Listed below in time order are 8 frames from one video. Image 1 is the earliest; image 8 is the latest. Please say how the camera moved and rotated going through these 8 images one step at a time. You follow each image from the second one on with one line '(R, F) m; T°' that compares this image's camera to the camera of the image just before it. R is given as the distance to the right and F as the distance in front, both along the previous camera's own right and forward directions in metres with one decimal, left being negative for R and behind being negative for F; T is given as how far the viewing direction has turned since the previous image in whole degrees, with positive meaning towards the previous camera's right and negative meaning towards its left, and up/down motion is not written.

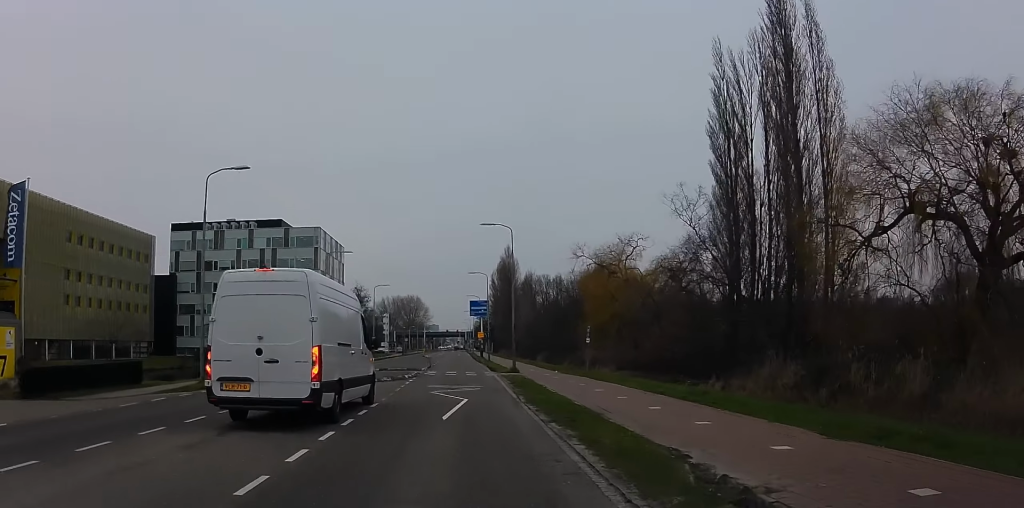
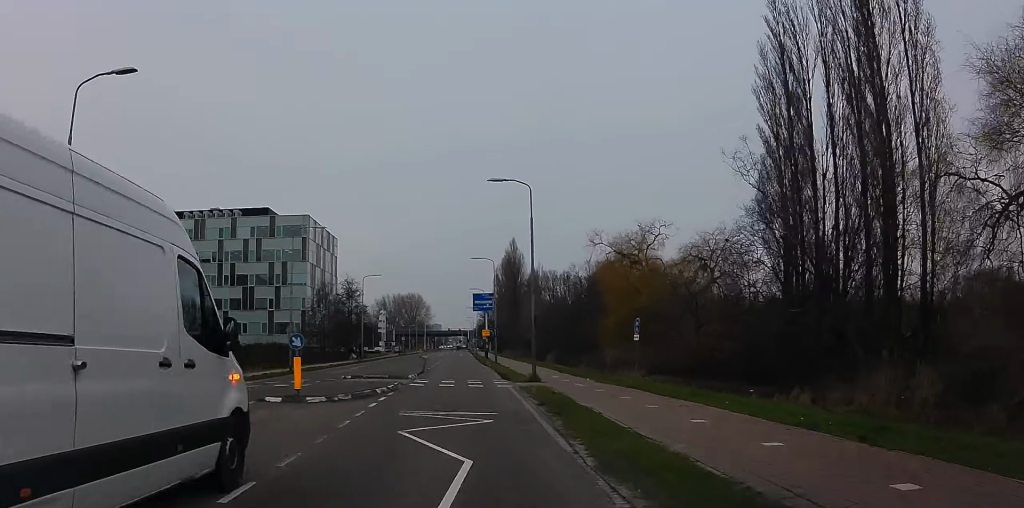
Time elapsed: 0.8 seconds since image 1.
(0.0, +10.8) m; 0°
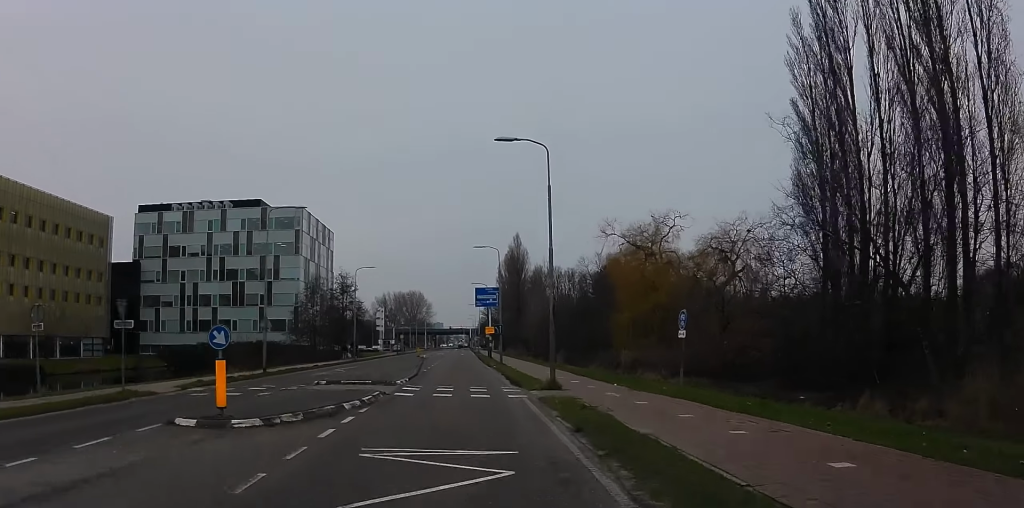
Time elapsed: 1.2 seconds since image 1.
(0.0, +5.9) m; 0°
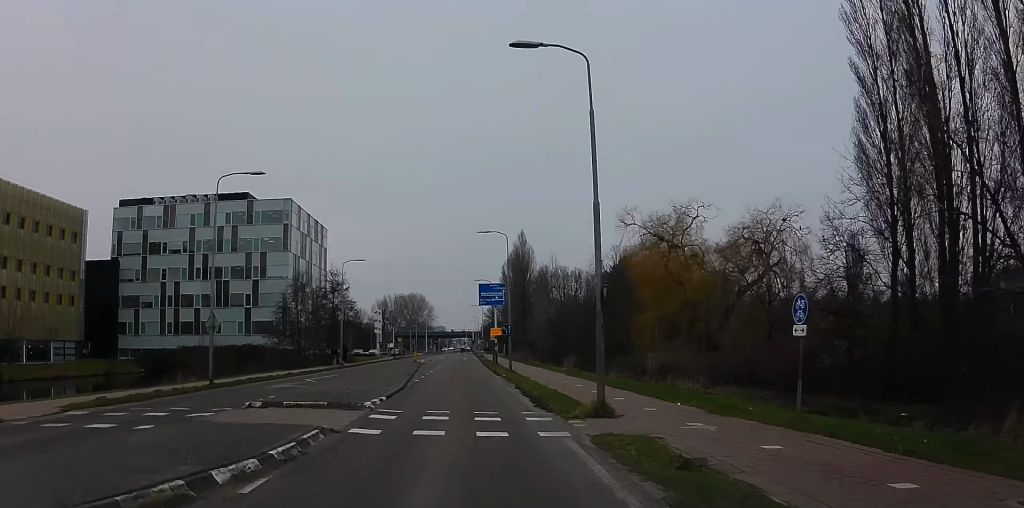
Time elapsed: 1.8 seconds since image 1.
(0.0, +8.1) m; 0°
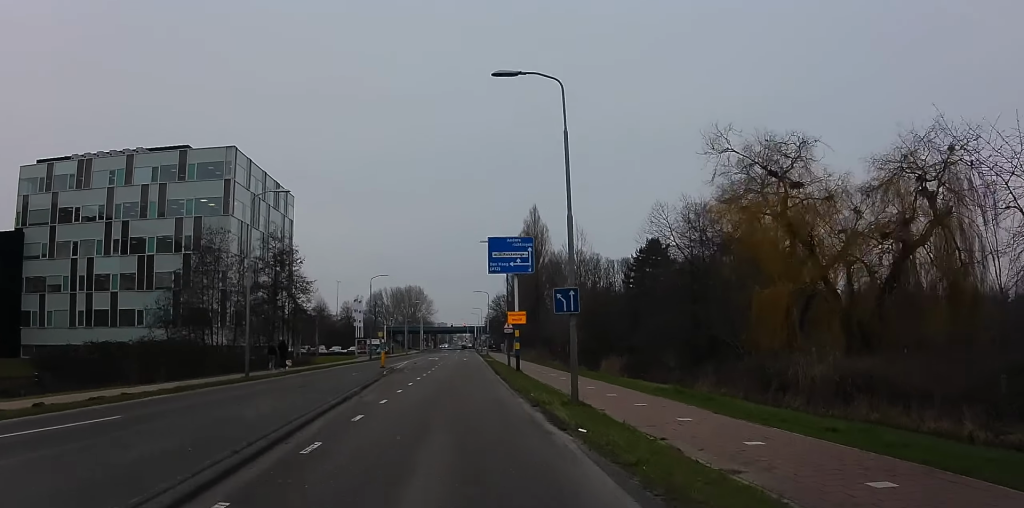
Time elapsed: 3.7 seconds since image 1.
(0.0, +24.5) m; 0°
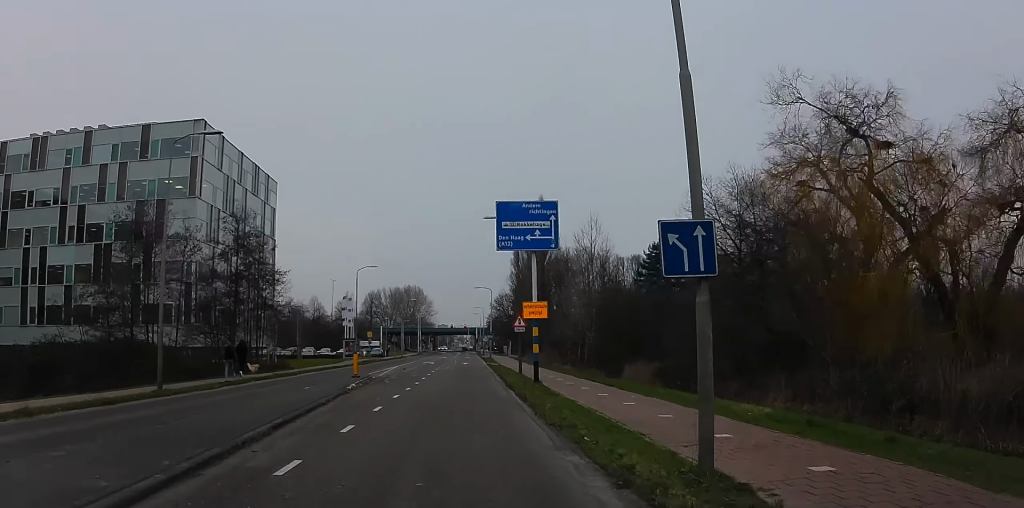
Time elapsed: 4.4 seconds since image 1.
(0.0, +9.0) m; -2°
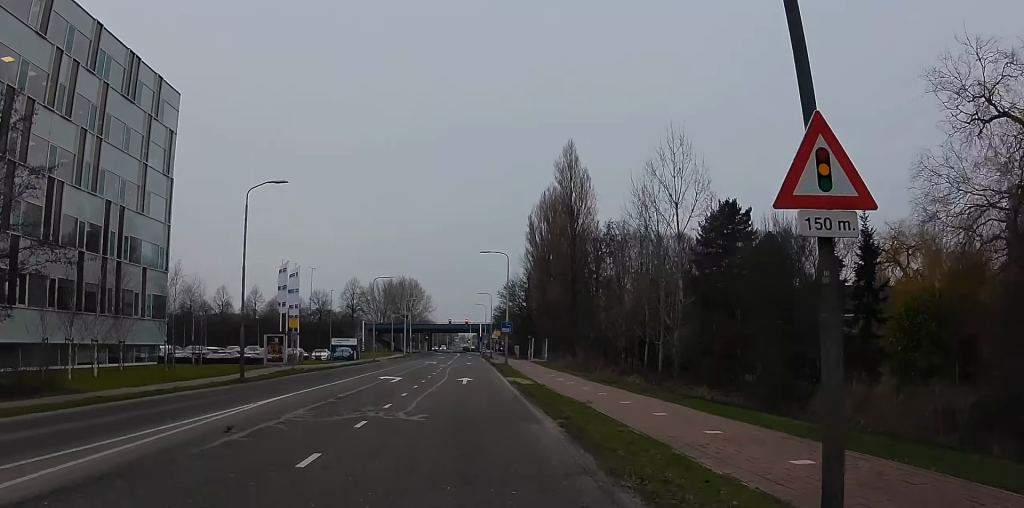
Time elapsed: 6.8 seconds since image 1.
(-0.7, +31.7) m; +3°
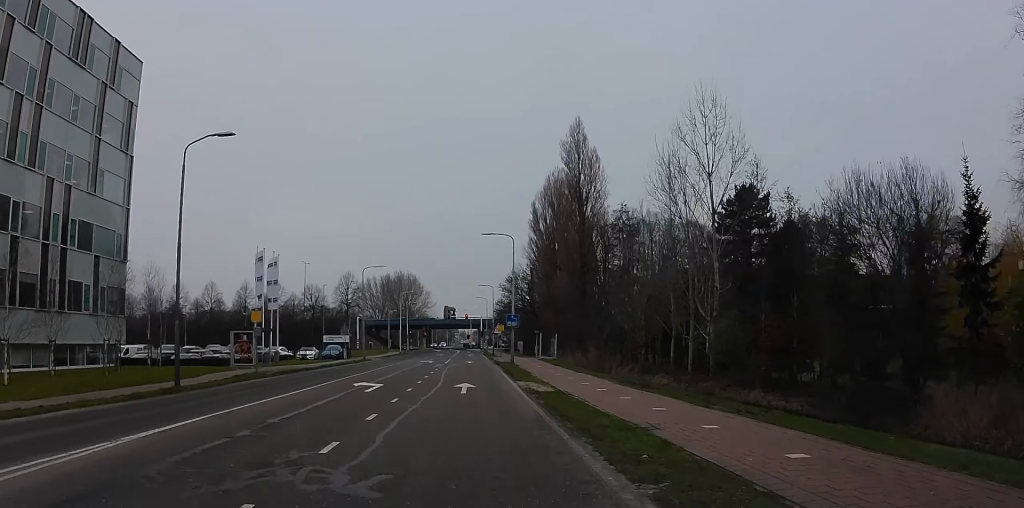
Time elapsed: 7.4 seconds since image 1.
(+0.3, +7.0) m; 0°
